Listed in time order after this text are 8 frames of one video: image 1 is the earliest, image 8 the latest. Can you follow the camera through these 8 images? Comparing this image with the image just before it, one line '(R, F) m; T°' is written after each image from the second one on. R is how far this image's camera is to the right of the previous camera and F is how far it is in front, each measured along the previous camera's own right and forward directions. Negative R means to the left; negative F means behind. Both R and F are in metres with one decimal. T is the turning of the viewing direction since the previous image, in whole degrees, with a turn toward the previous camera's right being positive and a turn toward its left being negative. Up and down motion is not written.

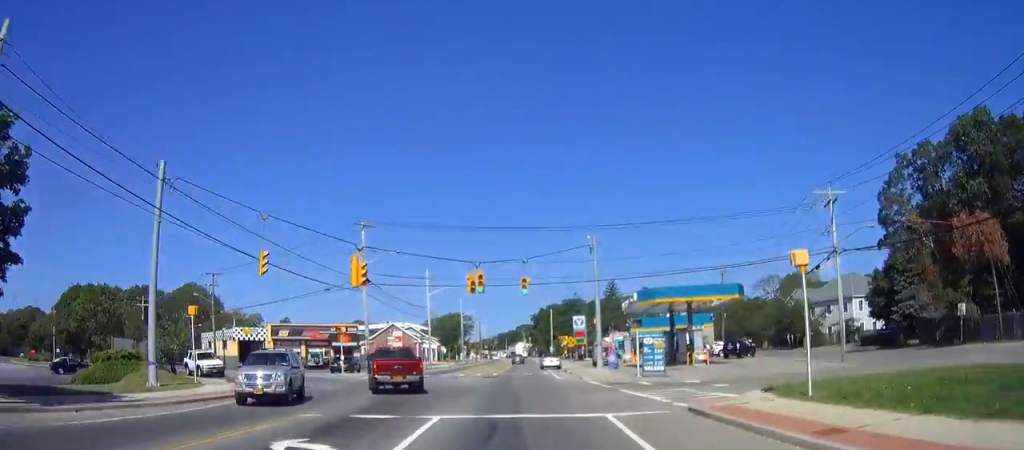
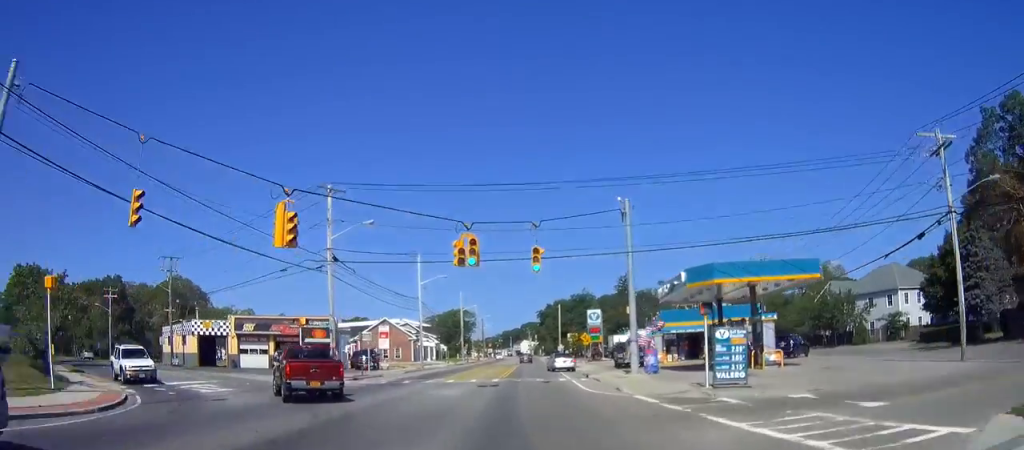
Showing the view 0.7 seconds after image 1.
(0.0, +11.1) m; 0°
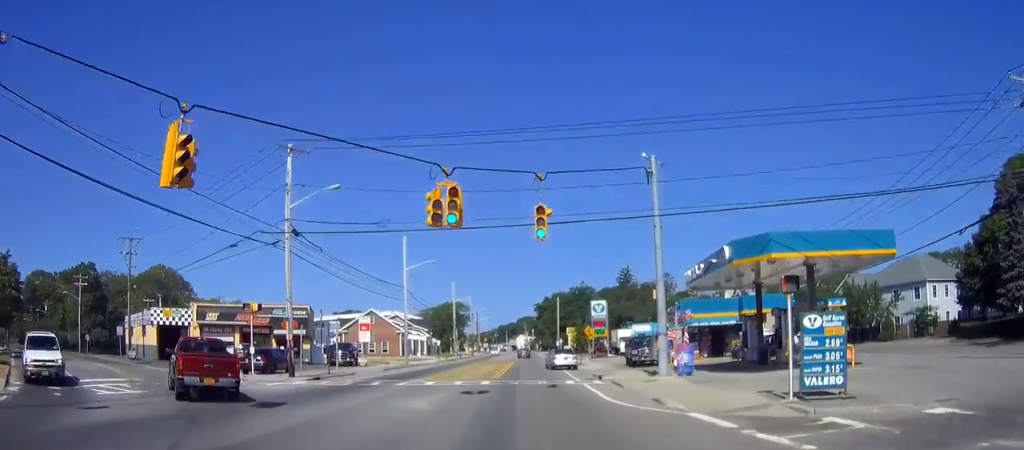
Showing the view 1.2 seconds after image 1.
(0.0, +7.1) m; 0°
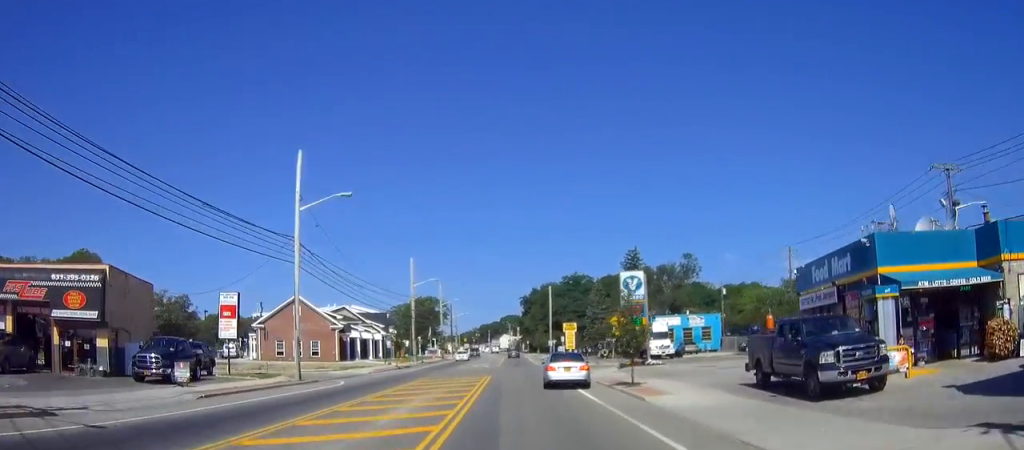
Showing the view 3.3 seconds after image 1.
(-0.1, +26.8) m; -1°
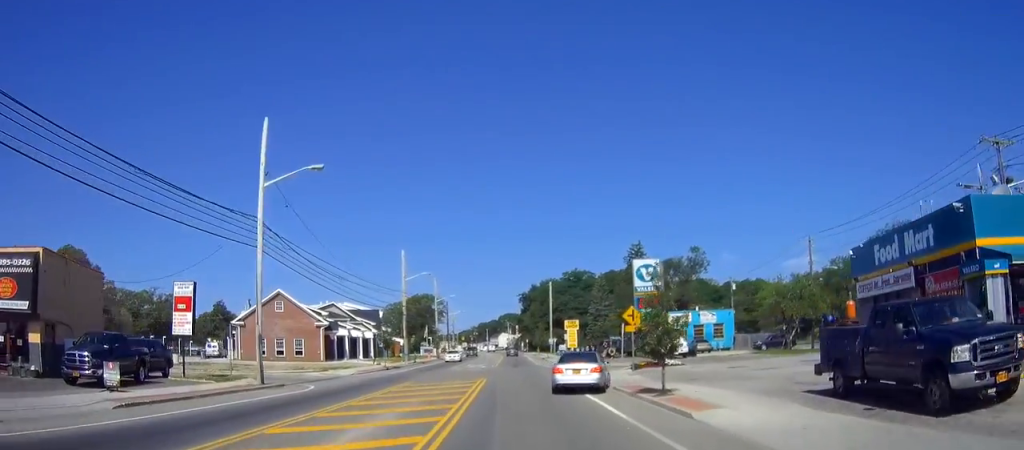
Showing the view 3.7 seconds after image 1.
(0.0, +5.1) m; 0°
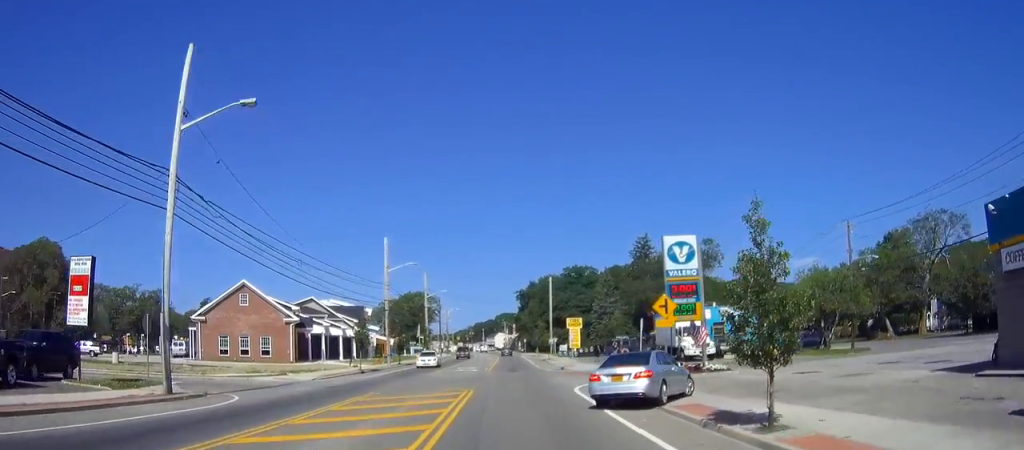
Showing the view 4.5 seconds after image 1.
(0.0, +8.6) m; -1°
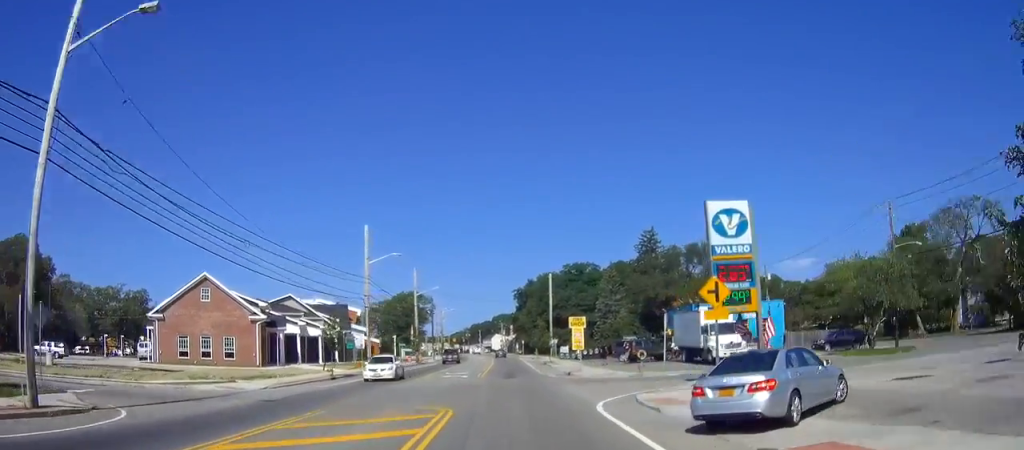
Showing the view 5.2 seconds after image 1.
(0.0, +7.6) m; 0°
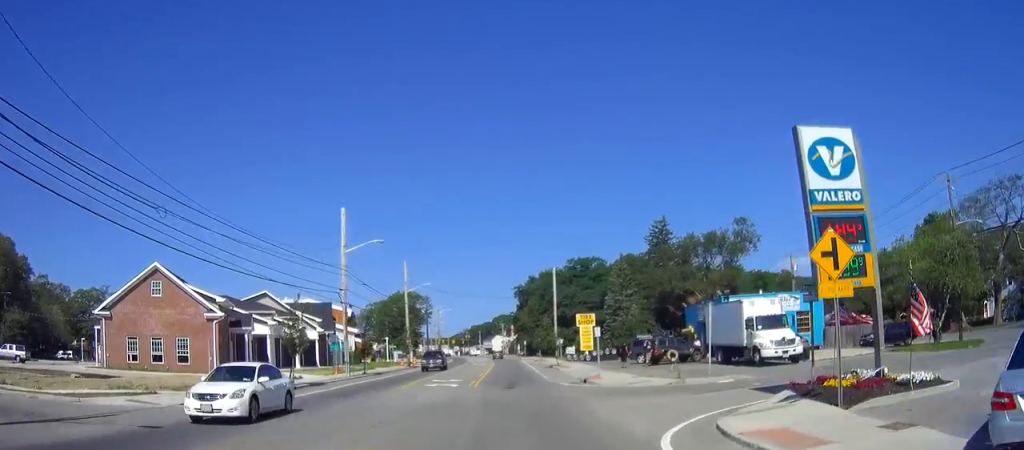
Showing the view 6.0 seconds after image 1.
(-0.1, +8.2) m; 0°
